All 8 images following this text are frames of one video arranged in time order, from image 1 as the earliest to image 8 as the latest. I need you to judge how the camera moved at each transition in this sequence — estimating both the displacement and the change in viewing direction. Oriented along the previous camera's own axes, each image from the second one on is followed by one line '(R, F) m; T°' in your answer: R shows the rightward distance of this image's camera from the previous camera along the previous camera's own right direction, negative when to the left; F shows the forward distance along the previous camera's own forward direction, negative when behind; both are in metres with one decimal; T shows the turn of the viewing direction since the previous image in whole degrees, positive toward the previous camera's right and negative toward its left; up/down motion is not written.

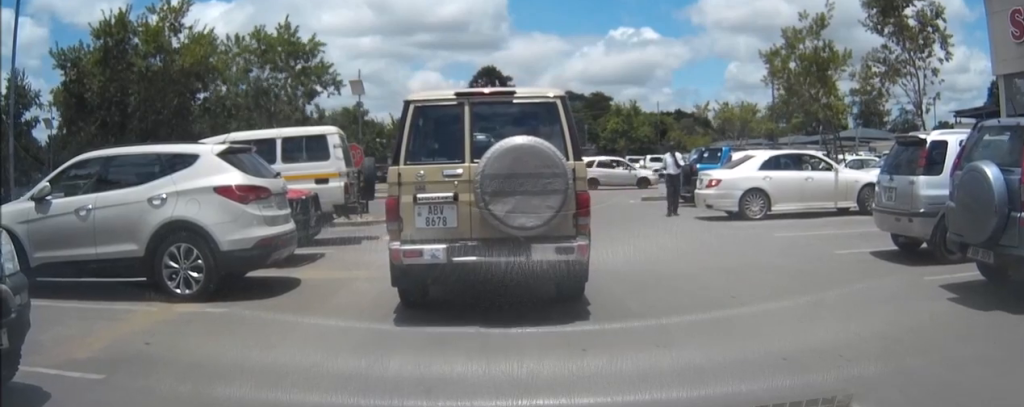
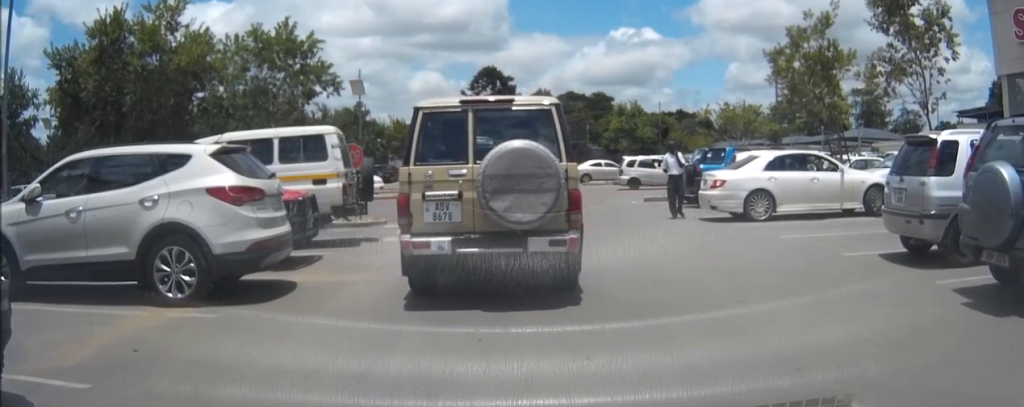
(0.0, +0.2) m; 0°
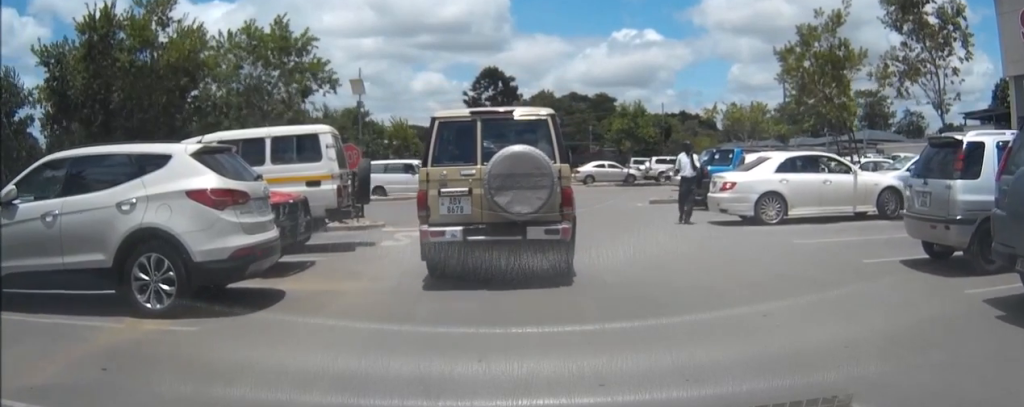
(0.0, +0.3) m; 0°
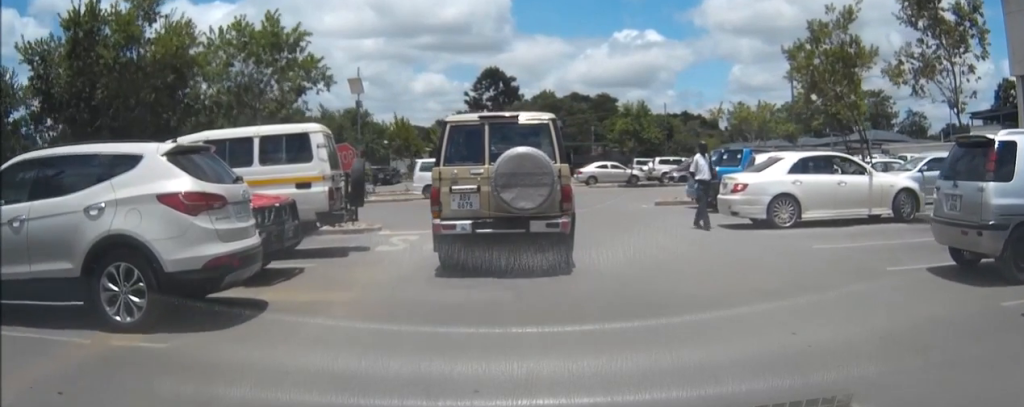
(0.0, +0.3) m; 0°
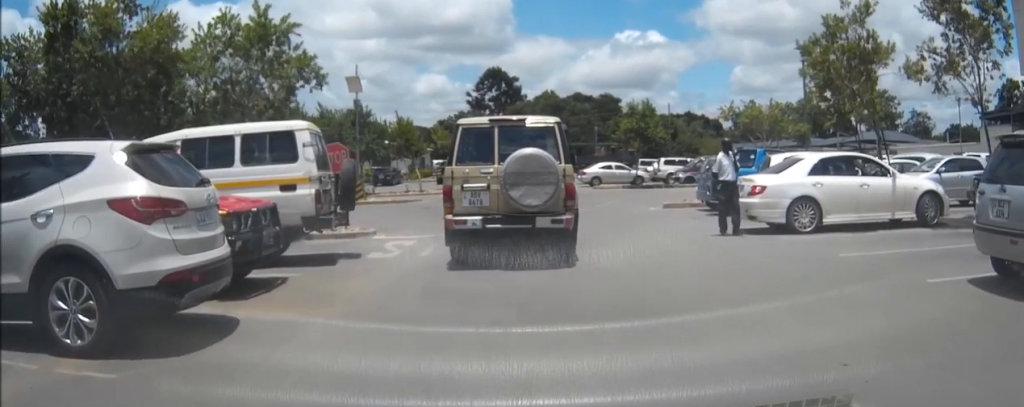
(0.0, +0.6) m; -1°
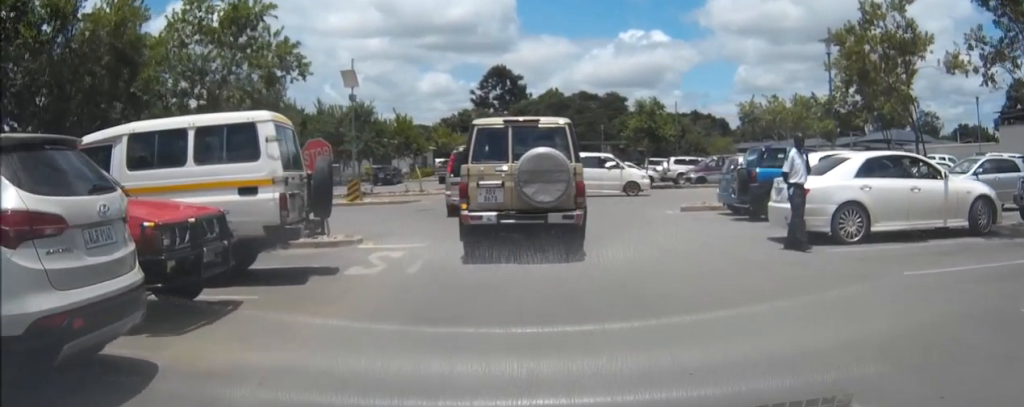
(0.0, +1.2) m; 0°
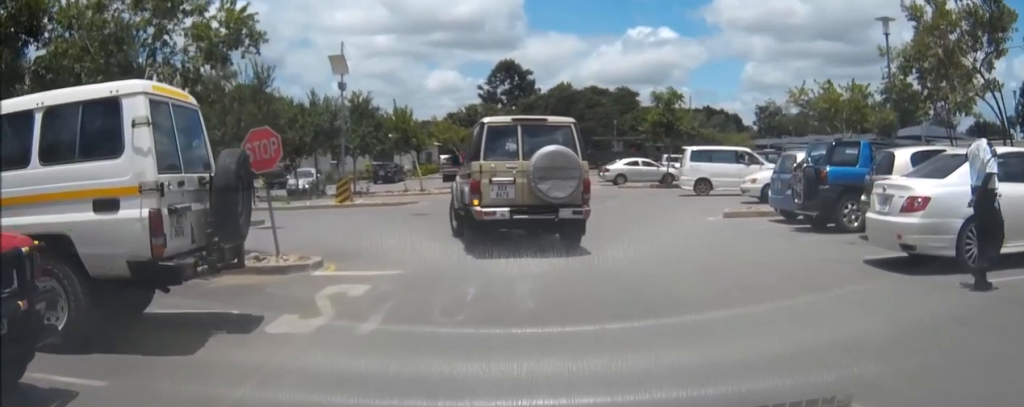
(0.0, +2.8) m; -2°
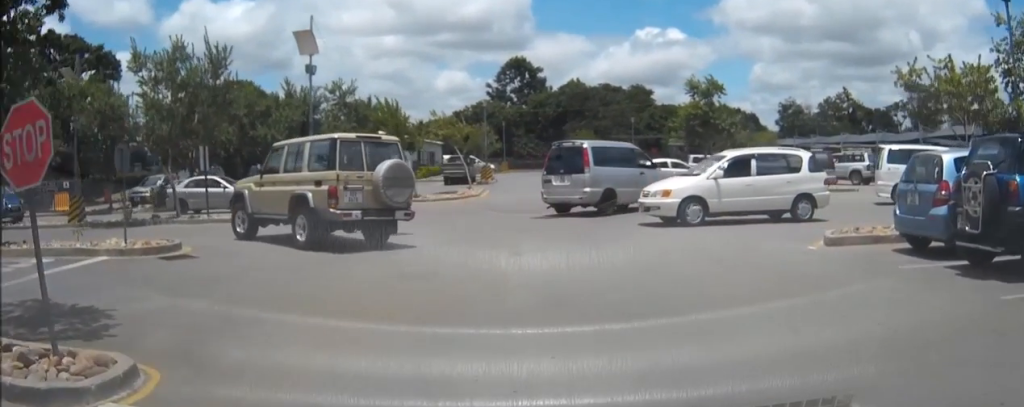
(-0.1, +5.0) m; -1°
